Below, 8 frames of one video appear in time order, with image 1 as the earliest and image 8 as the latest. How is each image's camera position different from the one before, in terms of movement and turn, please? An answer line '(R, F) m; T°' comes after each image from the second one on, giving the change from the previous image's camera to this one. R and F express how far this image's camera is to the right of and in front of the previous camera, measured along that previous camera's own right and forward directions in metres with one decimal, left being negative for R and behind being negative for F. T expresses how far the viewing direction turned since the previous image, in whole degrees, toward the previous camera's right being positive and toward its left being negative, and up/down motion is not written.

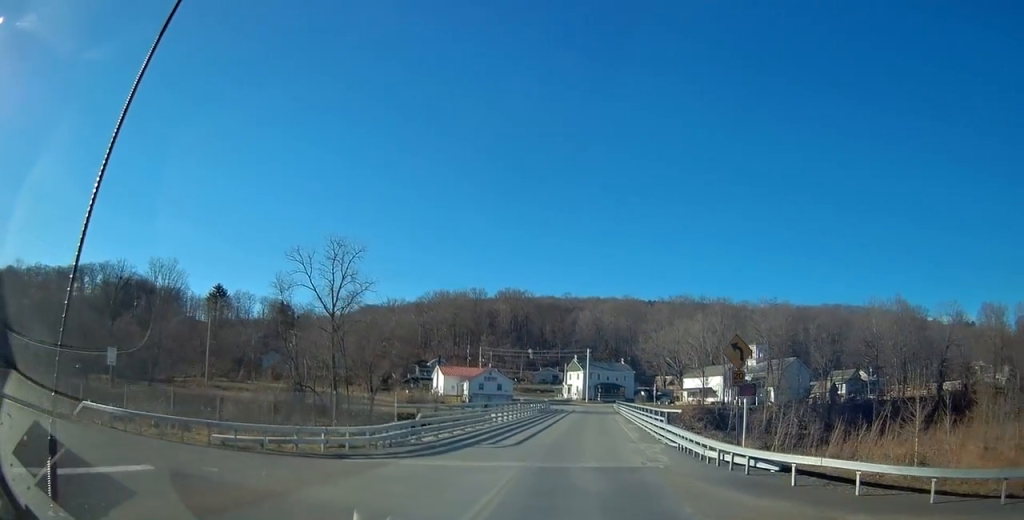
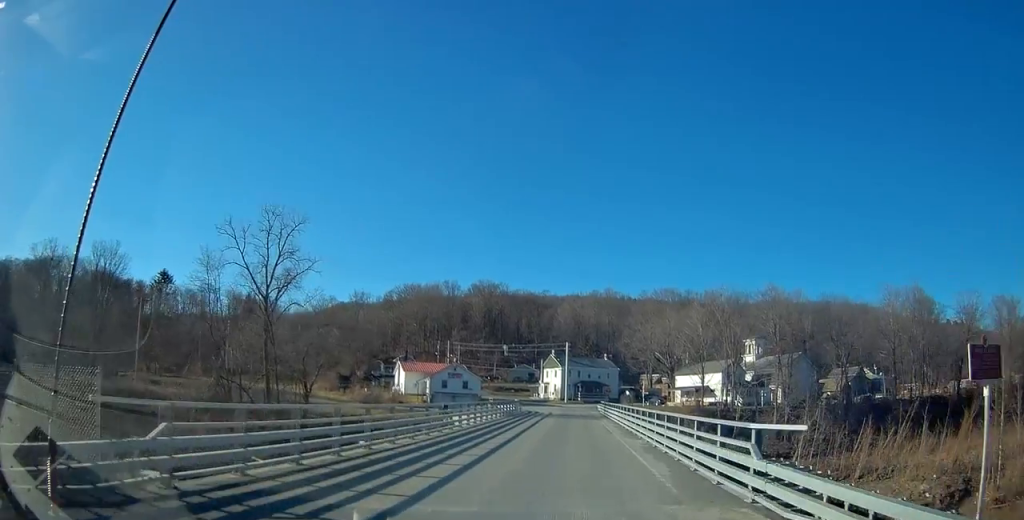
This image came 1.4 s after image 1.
(+0.8, +13.9) m; +4°
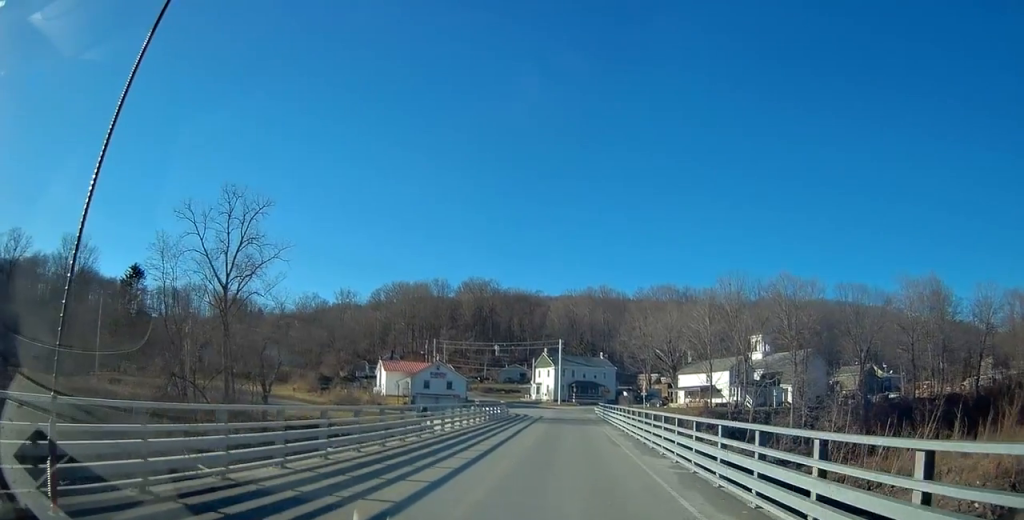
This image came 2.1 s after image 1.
(+0.1, +8.2) m; 0°
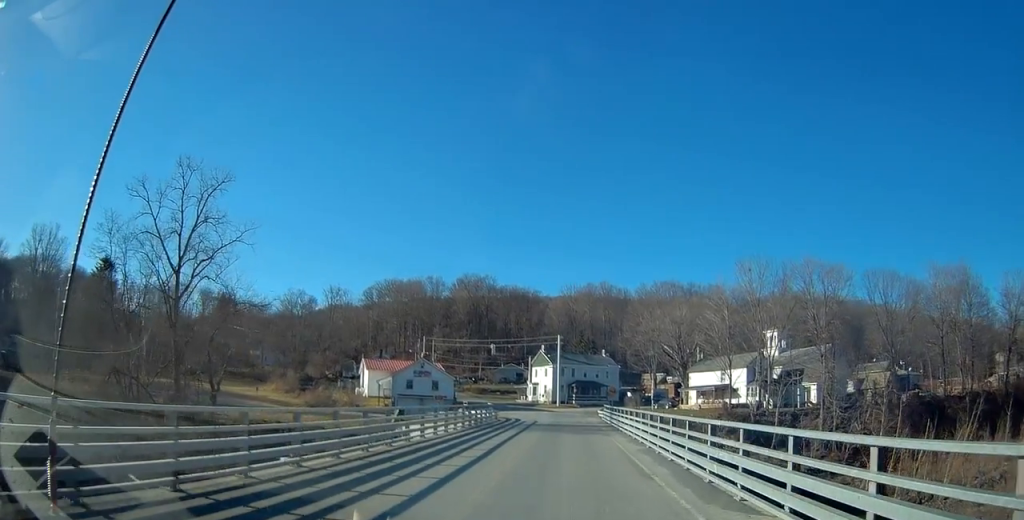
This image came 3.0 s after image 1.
(0.0, +9.4) m; 0°
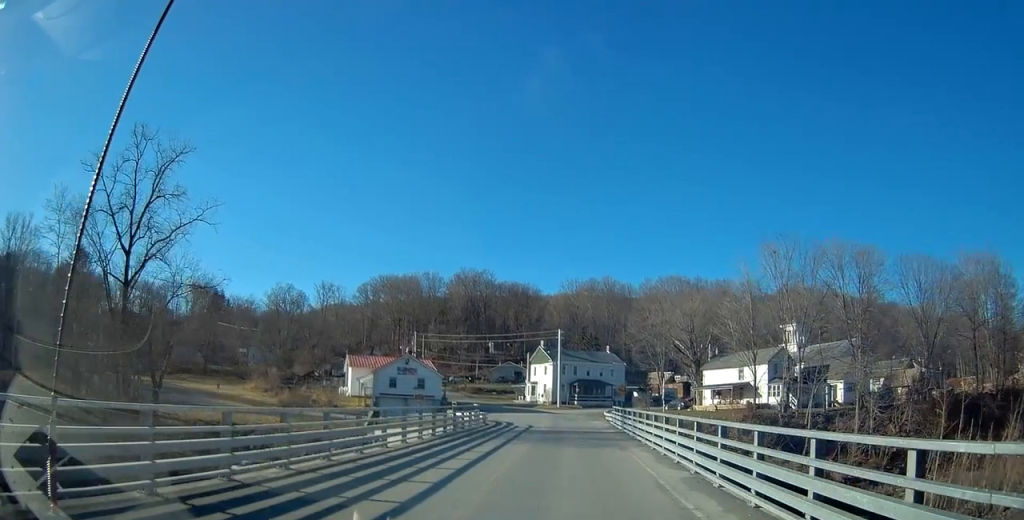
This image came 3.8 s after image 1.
(0.0, +8.4) m; 0°
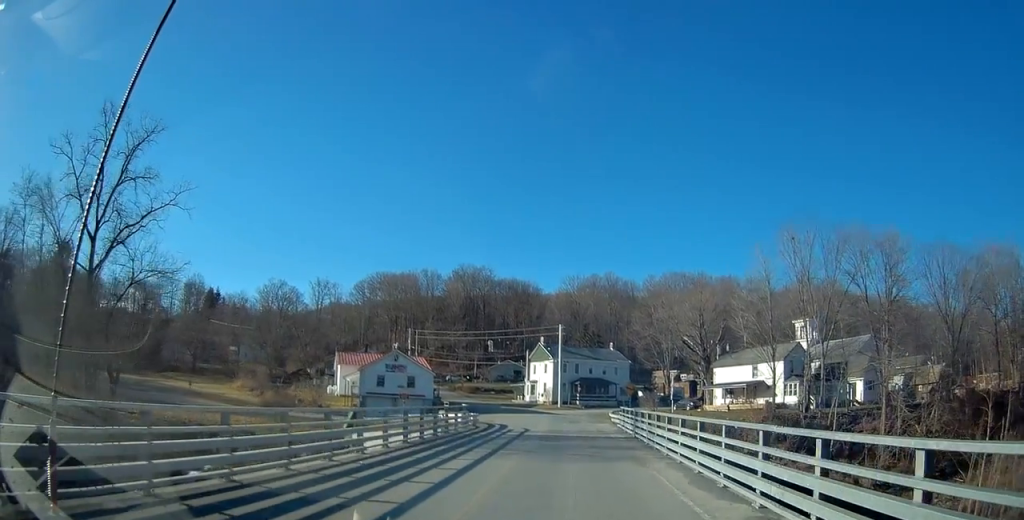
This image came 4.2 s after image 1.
(0.0, +5.3) m; -1°
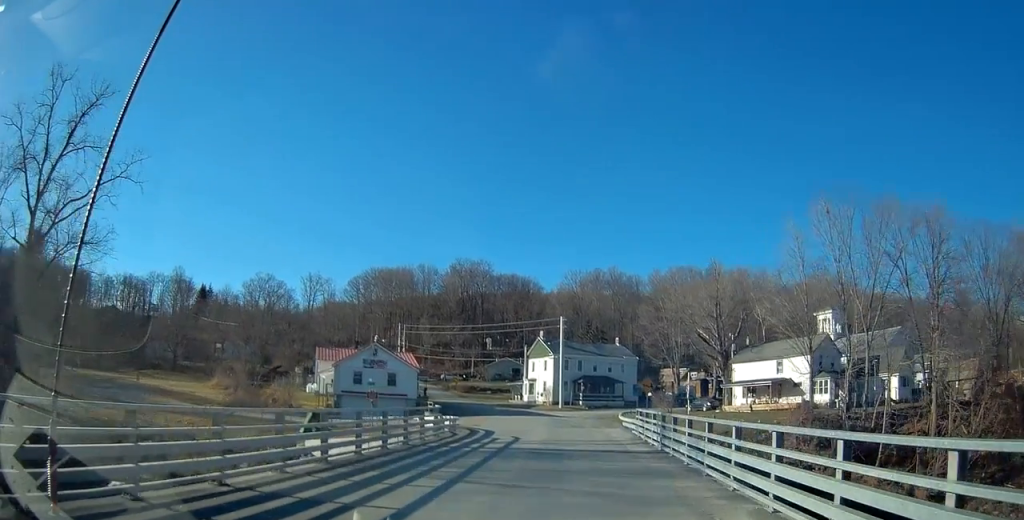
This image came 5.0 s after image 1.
(-0.1, +8.3) m; -1°
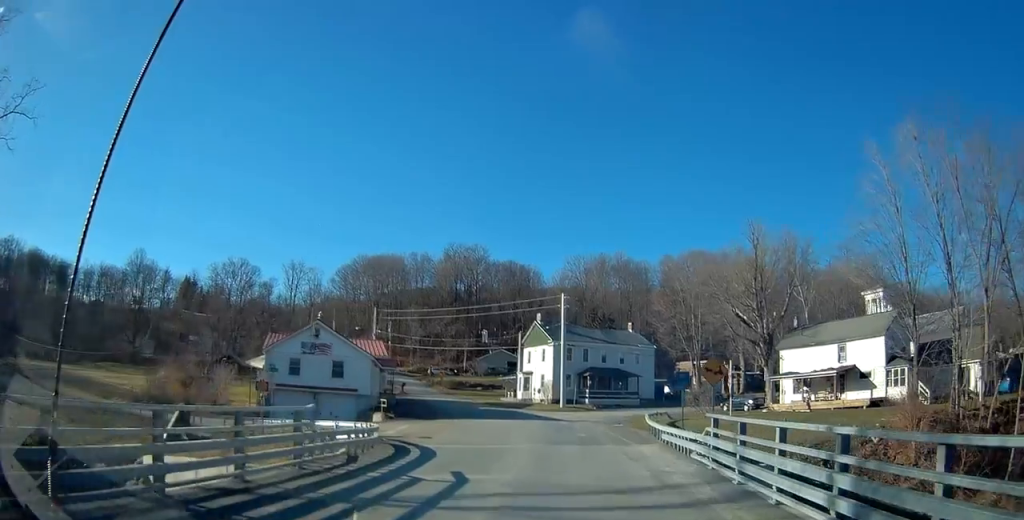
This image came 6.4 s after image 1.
(+0.2, +15.6) m; +2°
